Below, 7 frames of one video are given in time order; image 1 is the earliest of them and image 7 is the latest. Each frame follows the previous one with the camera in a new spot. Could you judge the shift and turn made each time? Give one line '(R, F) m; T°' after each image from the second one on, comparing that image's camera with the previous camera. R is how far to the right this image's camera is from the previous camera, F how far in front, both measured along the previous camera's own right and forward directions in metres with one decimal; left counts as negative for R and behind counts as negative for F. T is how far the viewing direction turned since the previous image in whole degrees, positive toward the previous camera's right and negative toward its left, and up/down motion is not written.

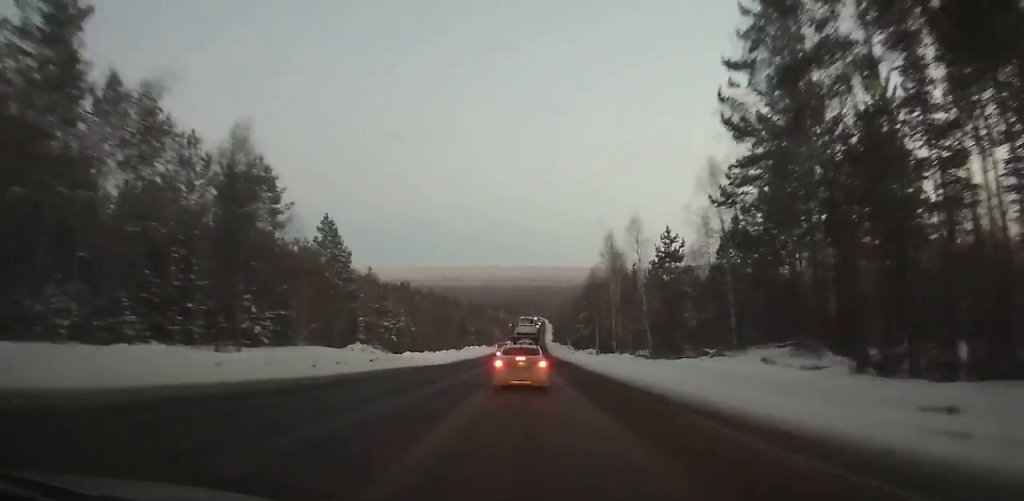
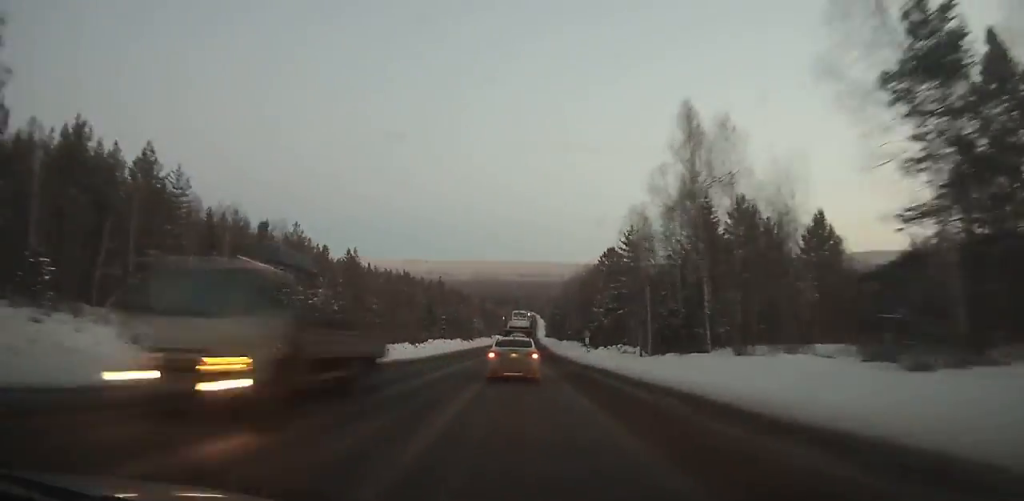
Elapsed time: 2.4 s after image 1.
(+0.1, +41.0) m; 0°
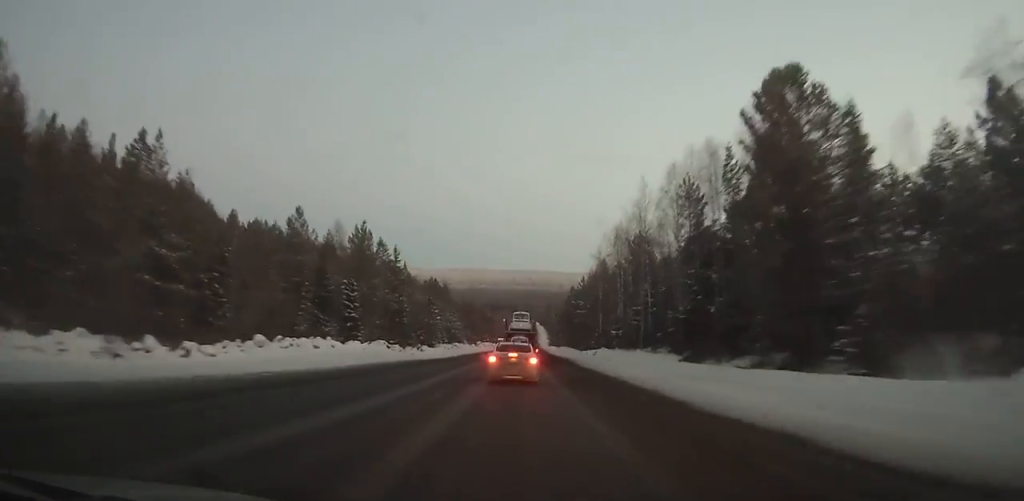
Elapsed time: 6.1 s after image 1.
(+0.3, +63.2) m; +1°
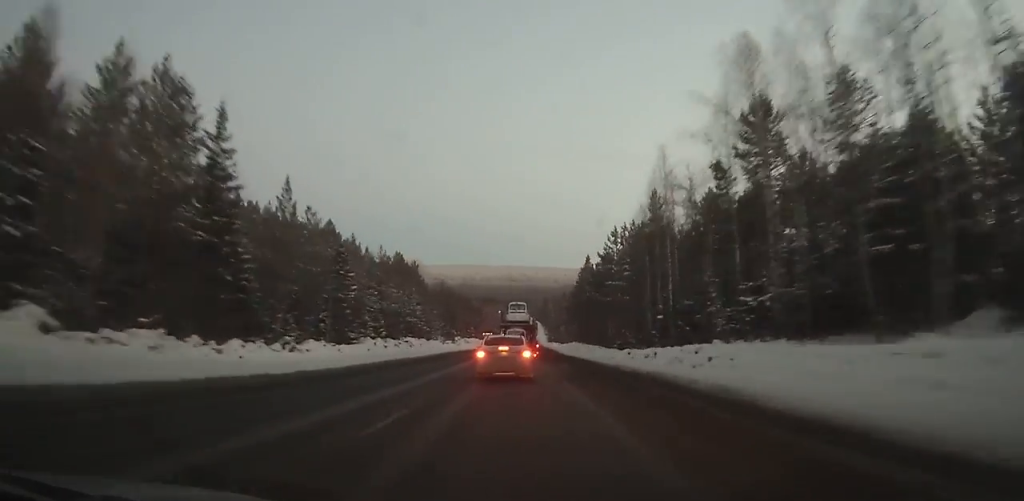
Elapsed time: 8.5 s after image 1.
(+0.3, +40.6) m; +1°
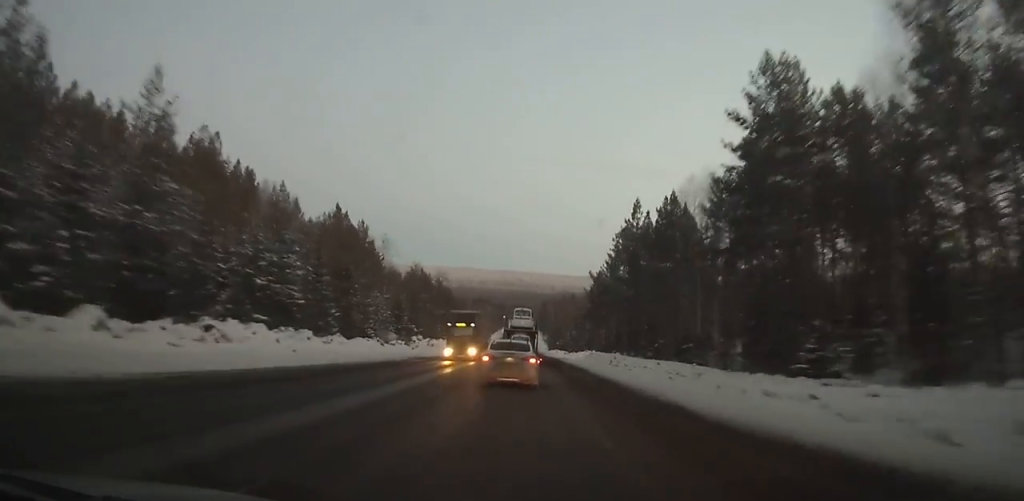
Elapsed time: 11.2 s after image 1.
(+0.3, +45.5) m; 0°
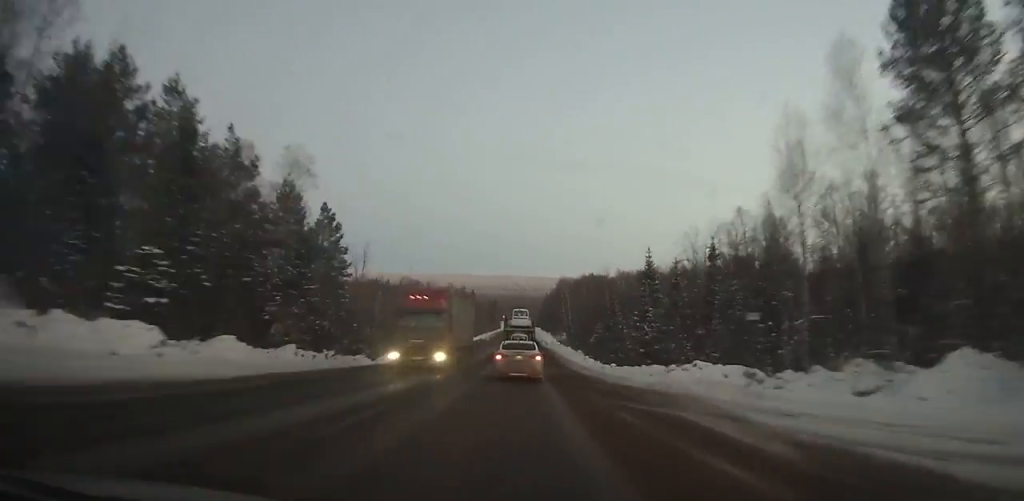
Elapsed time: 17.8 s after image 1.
(-0.6, +112.7) m; -1°
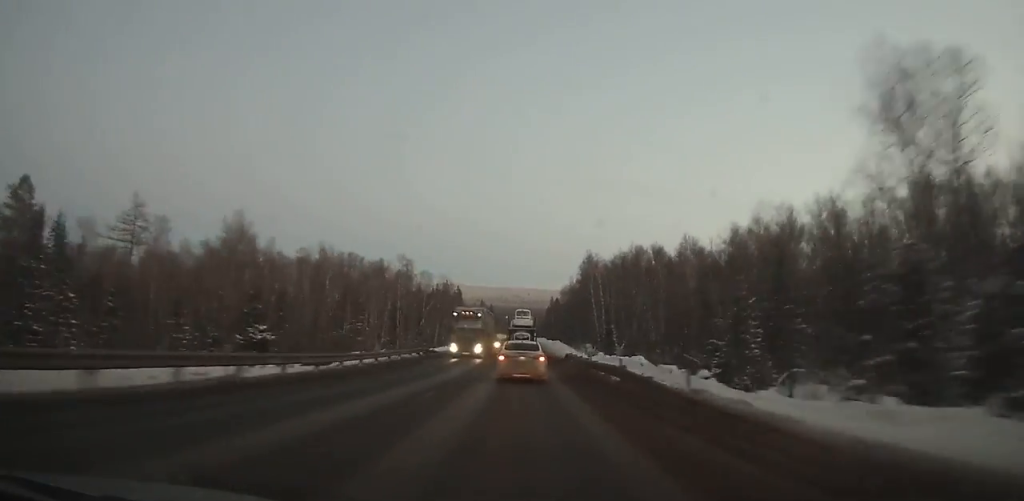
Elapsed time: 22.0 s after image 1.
(-0.5, +69.7) m; 0°
